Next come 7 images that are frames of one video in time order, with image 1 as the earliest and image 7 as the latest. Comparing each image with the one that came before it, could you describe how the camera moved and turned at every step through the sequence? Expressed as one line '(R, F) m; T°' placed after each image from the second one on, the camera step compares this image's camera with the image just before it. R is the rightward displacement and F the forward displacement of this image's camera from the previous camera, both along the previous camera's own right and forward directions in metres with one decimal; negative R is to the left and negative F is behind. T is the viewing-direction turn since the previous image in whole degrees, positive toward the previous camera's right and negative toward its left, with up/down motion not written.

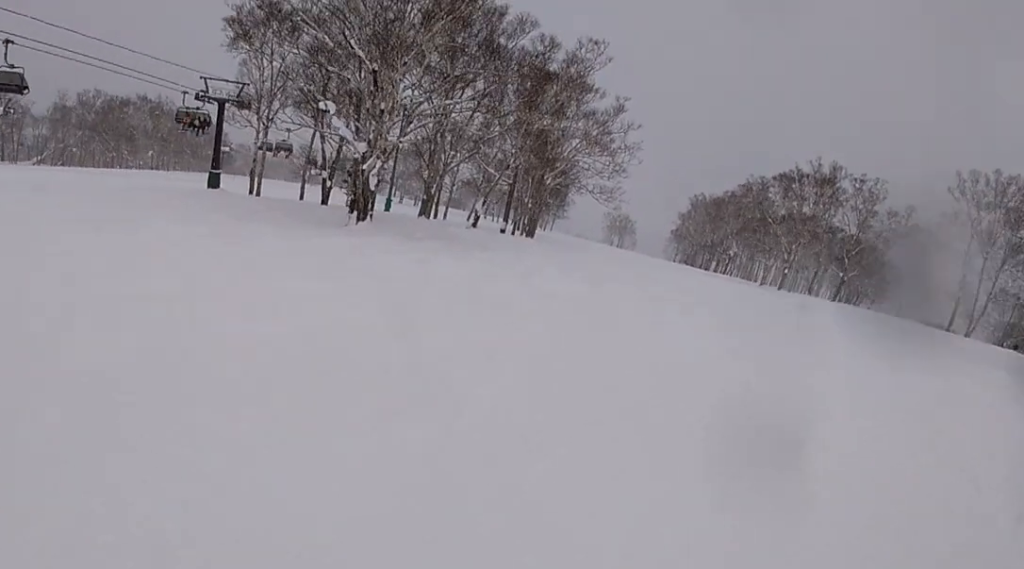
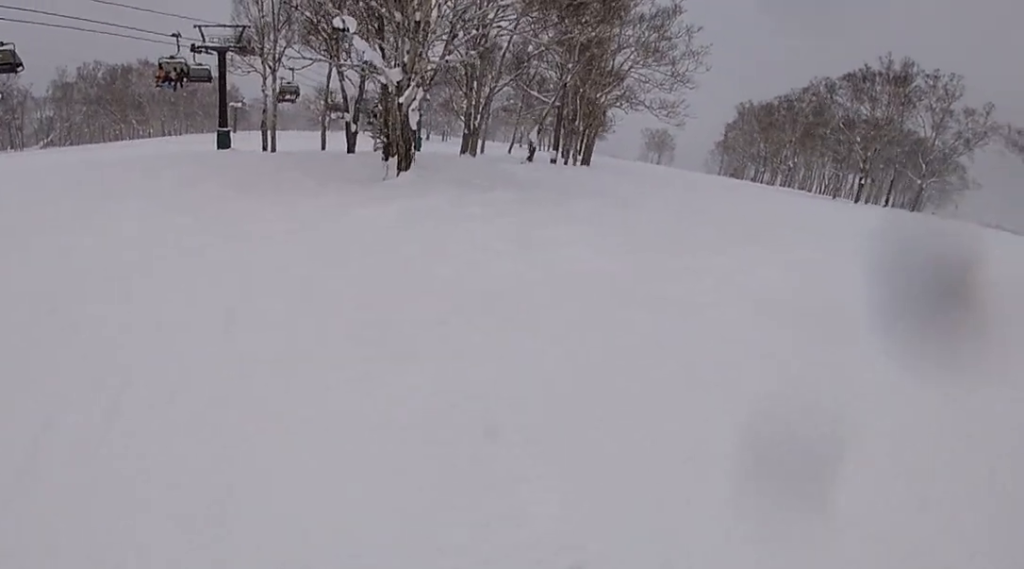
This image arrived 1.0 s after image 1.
(-0.7, +6.2) m; -1°
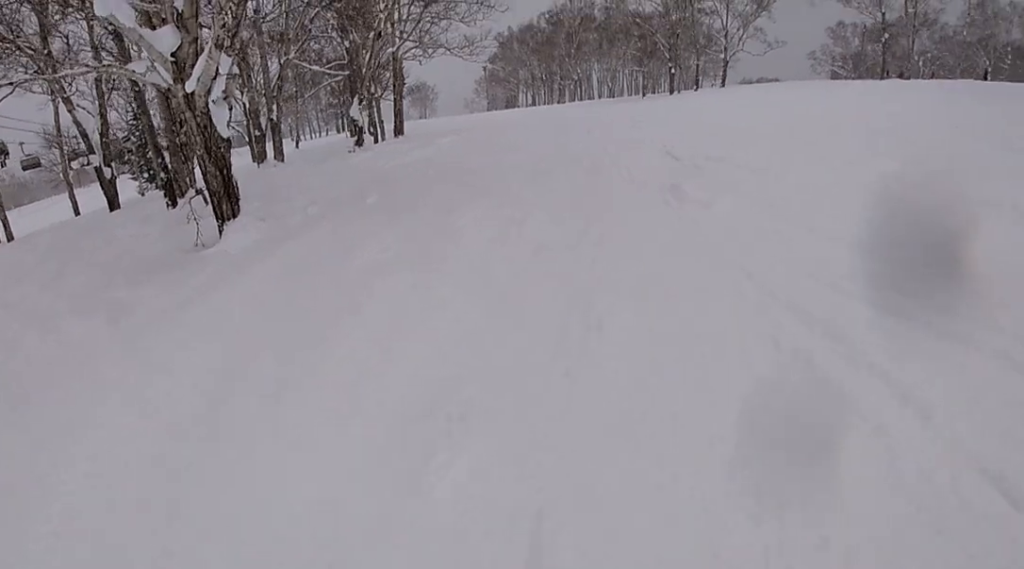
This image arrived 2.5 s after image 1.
(+1.0, +10.2) m; +13°
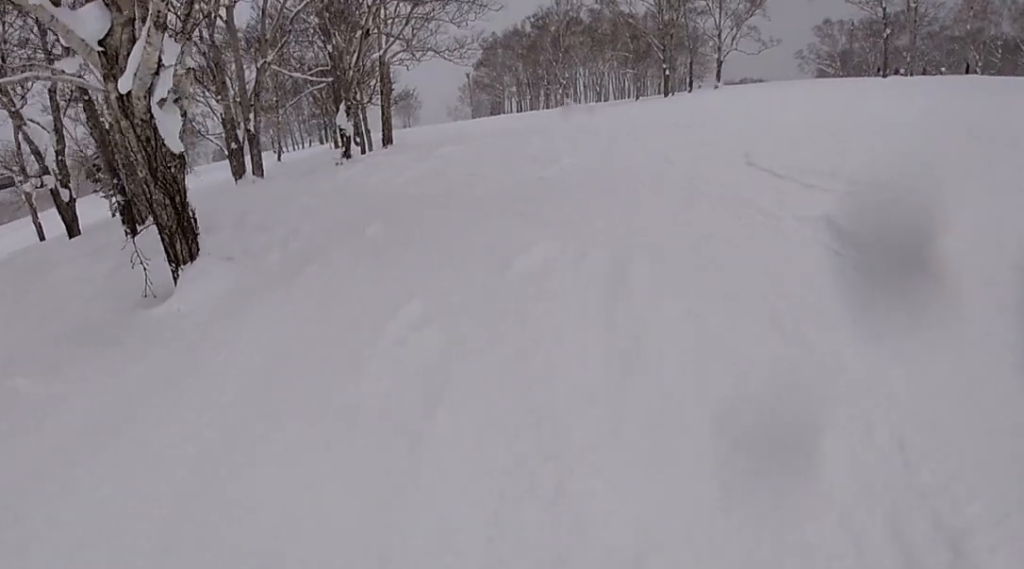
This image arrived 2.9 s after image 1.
(+0.3, +2.9) m; +1°
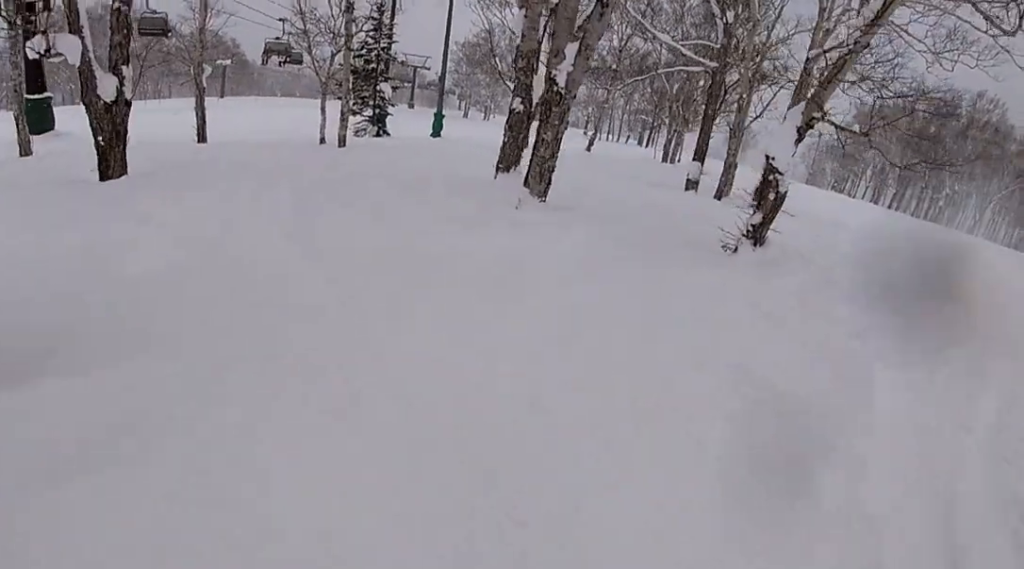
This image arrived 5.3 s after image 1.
(-2.2, +14.5) m; -18°
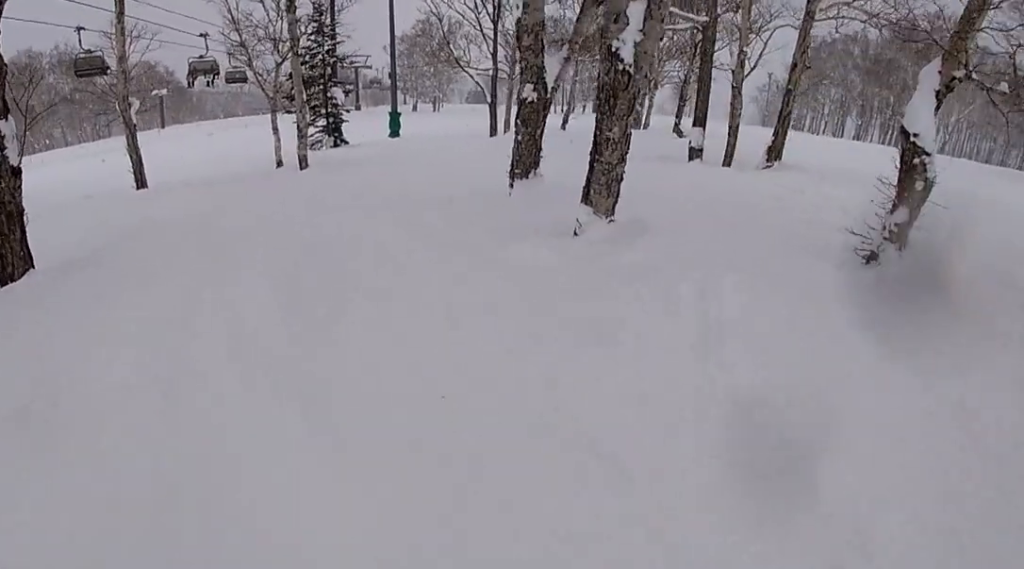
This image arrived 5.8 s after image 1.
(-0.1, +3.1) m; +3°
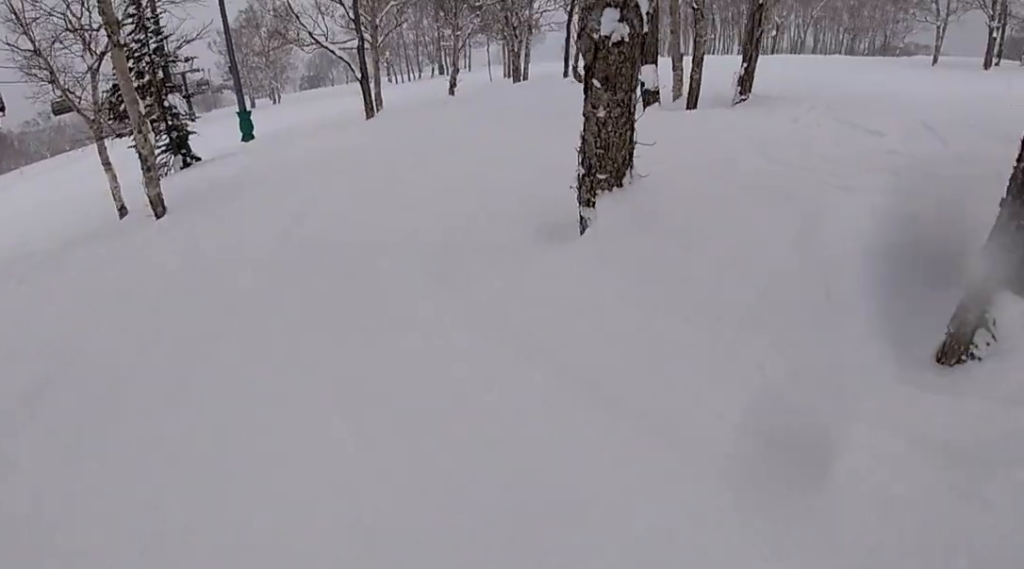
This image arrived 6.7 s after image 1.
(+0.7, +5.5) m; +16°
